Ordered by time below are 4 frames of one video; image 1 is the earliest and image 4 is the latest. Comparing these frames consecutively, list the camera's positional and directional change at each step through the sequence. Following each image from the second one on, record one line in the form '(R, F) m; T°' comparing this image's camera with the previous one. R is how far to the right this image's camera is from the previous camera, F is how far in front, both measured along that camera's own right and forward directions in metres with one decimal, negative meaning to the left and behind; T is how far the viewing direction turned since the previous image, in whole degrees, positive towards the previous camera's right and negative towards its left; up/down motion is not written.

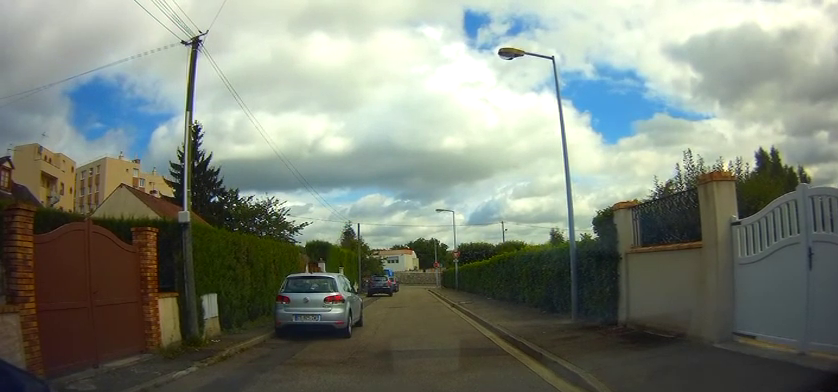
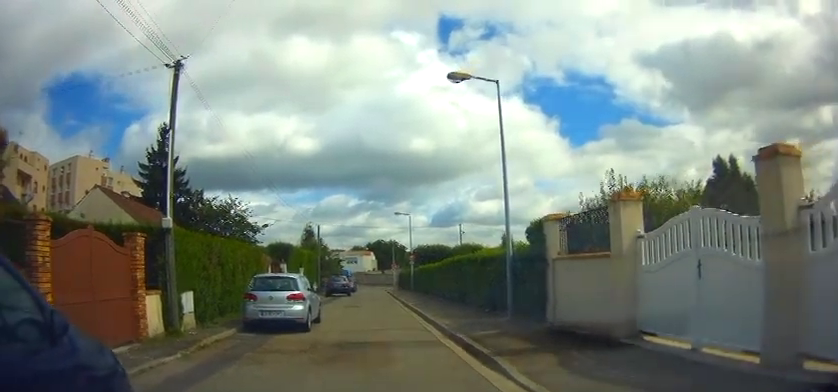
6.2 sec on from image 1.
(+0.1, -0.7) m; 0°
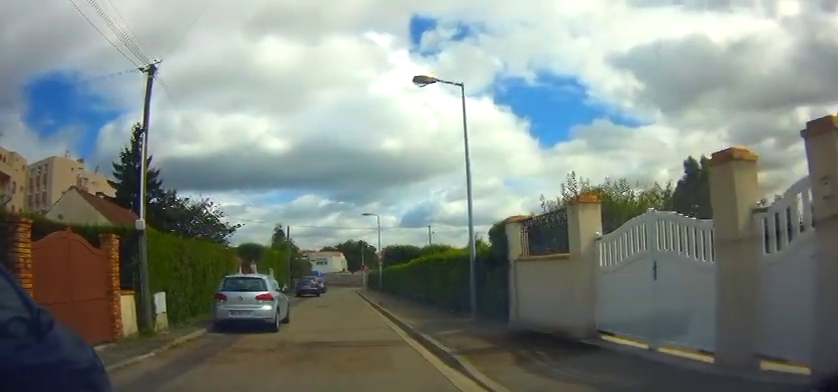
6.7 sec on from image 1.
(+0.1, -0.4) m; 0°
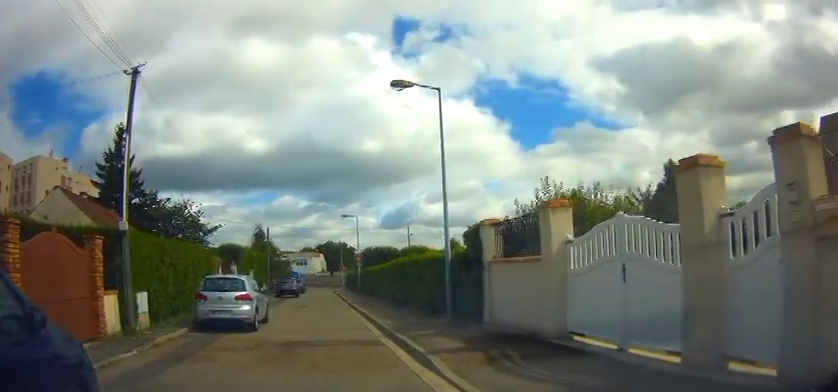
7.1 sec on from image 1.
(0.0, -0.1) m; 0°
